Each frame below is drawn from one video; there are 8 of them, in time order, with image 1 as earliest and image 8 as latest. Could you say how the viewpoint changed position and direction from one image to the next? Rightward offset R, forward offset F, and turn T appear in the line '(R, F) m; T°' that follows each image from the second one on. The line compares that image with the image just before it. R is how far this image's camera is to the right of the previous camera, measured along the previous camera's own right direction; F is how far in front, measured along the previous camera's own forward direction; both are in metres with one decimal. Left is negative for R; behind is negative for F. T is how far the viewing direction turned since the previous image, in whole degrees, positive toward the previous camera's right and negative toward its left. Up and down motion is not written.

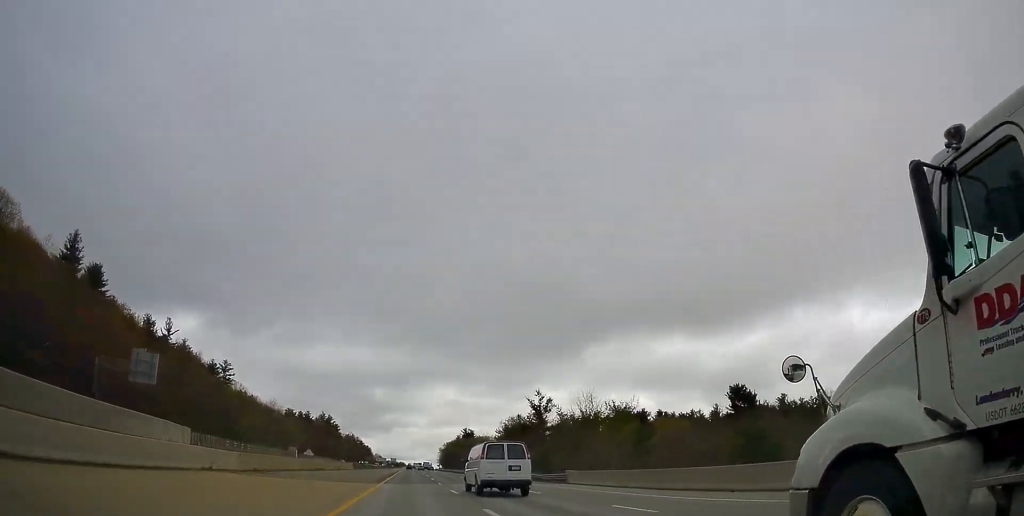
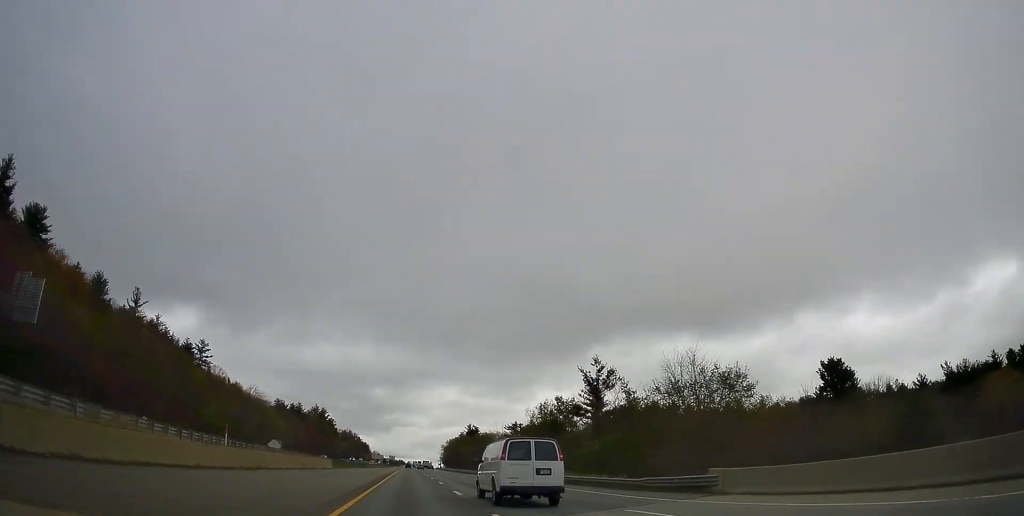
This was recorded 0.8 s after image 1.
(0.0, +25.4) m; 0°
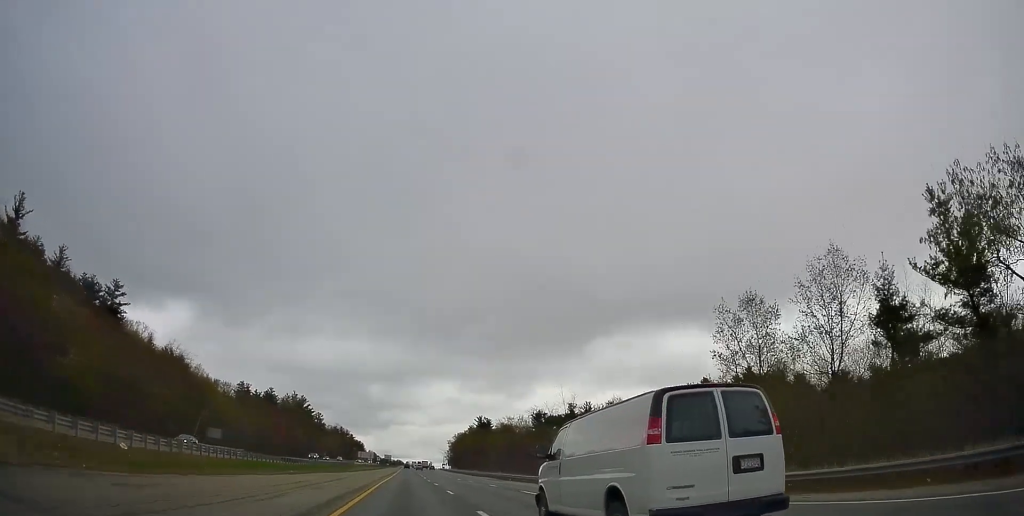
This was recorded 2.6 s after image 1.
(+0.2, +58.6) m; -1°
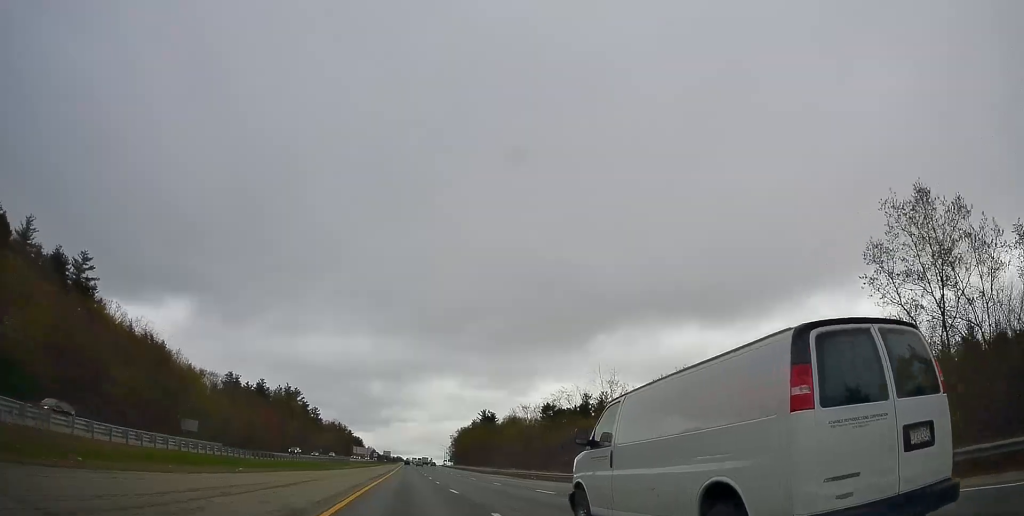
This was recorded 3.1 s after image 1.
(-0.1, +14.9) m; -1°
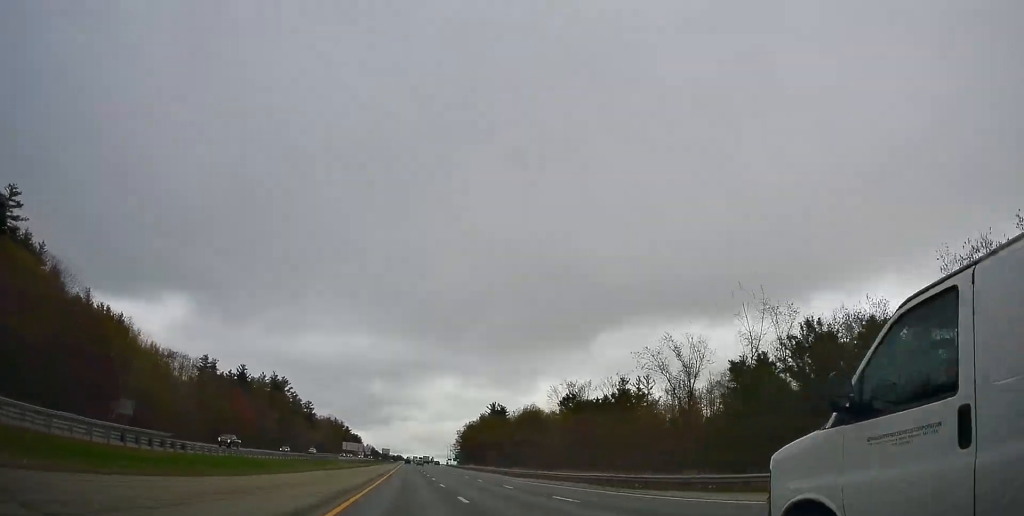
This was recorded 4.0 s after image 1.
(-0.2, +27.6) m; 0°
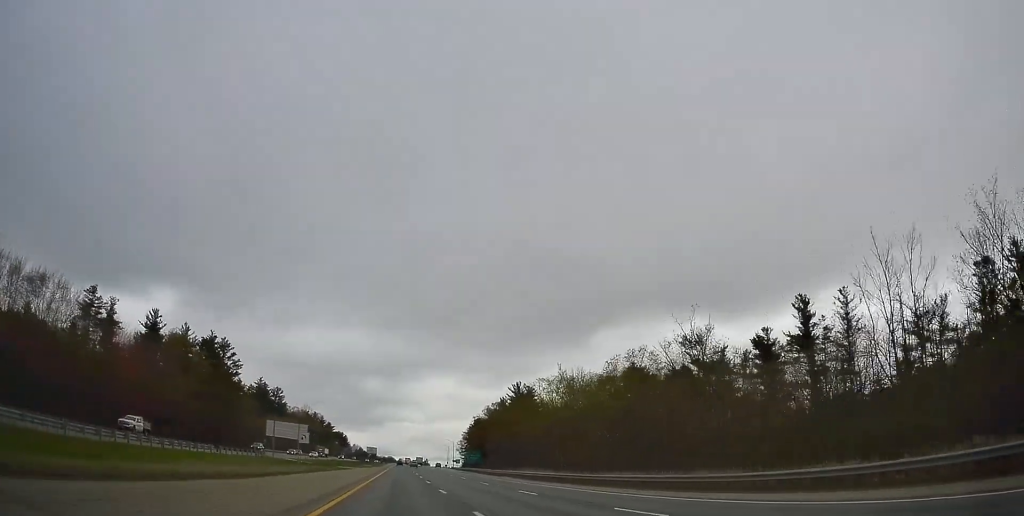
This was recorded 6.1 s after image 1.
(+0.4, +68.8) m; 0°
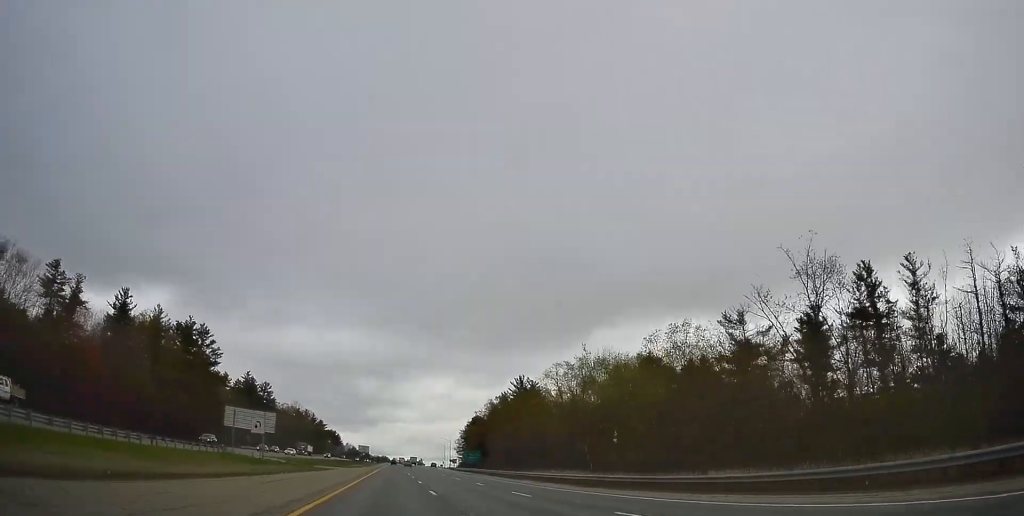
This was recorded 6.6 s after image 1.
(0.0, +13.8) m; 0°
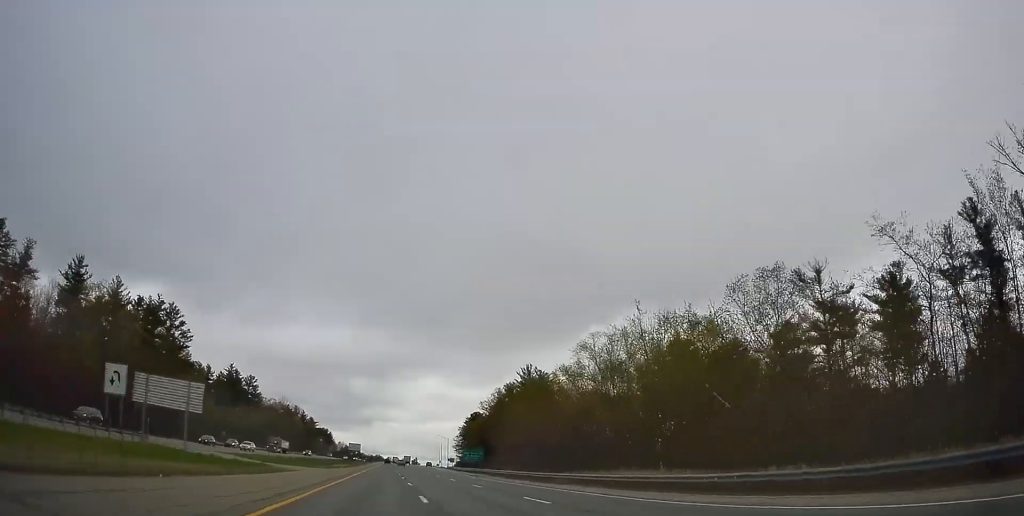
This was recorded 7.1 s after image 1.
(0.0, +18.1) m; +1°
